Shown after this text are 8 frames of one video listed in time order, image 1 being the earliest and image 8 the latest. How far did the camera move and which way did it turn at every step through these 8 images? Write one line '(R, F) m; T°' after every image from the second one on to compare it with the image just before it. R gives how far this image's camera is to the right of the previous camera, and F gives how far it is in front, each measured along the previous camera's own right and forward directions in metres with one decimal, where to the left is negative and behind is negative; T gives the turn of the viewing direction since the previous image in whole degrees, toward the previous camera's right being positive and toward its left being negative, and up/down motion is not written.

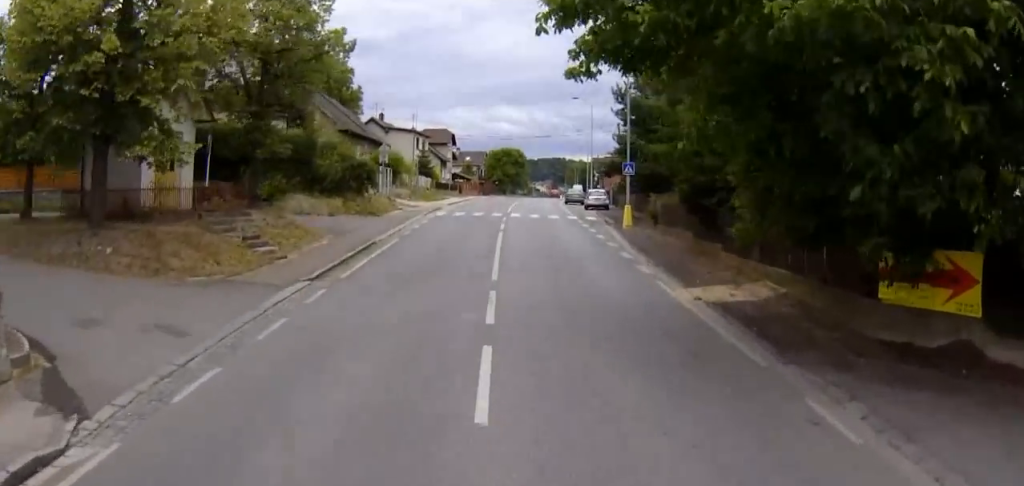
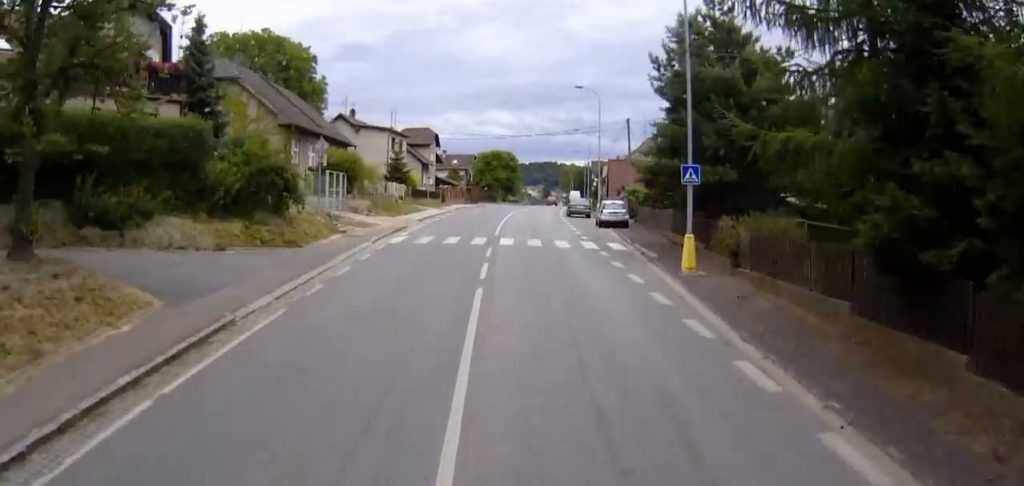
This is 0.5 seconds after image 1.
(0.0, +12.3) m; 0°
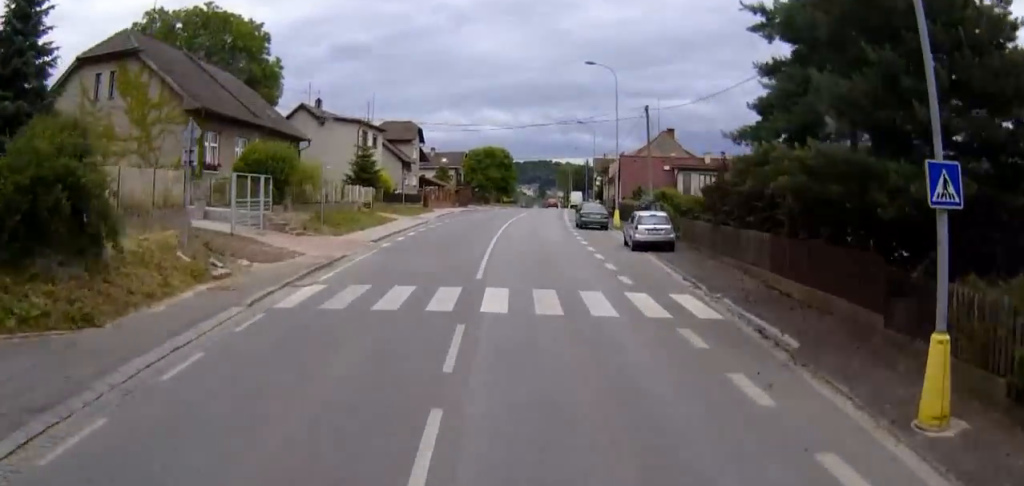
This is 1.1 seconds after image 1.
(0.0, +12.3) m; +1°
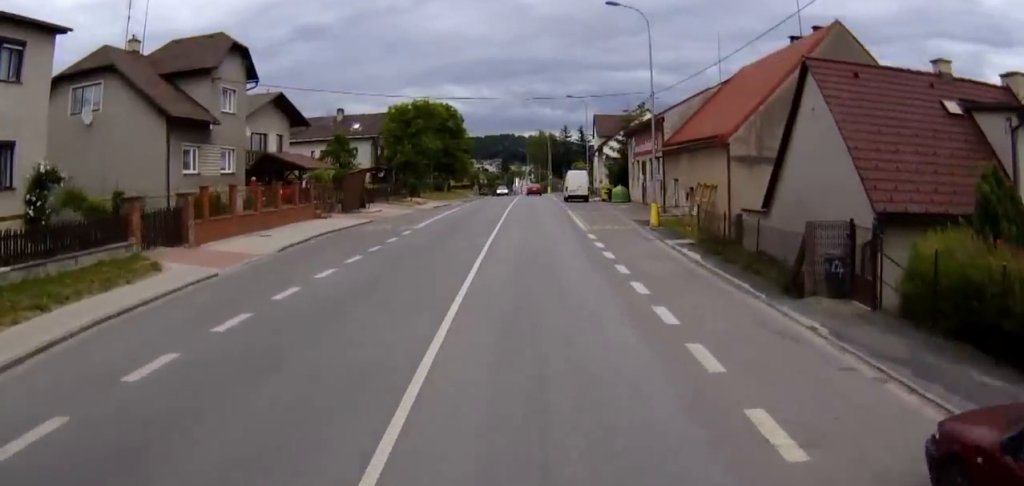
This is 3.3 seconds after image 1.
(+2.0, +50.8) m; +4°
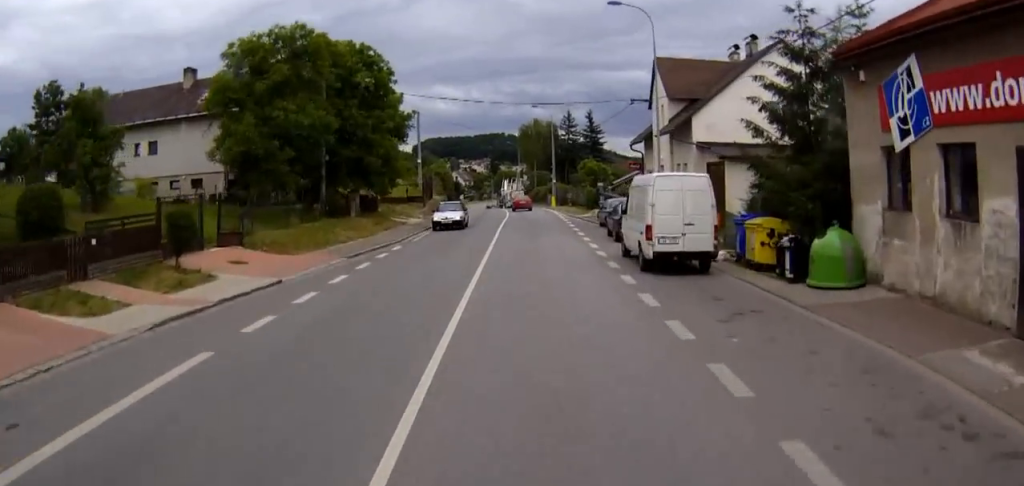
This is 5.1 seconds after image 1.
(+0.1, +42.3) m; -1°
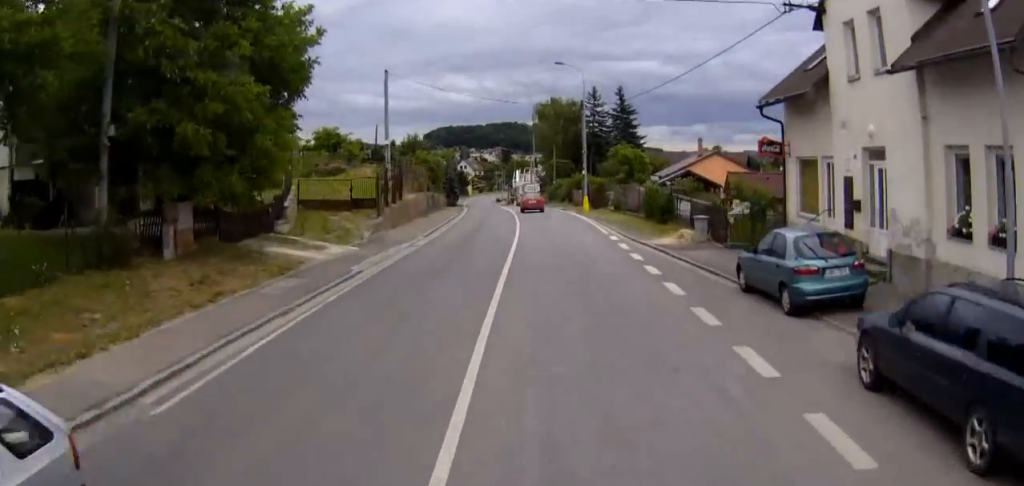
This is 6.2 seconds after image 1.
(-0.3, +23.6) m; -1°
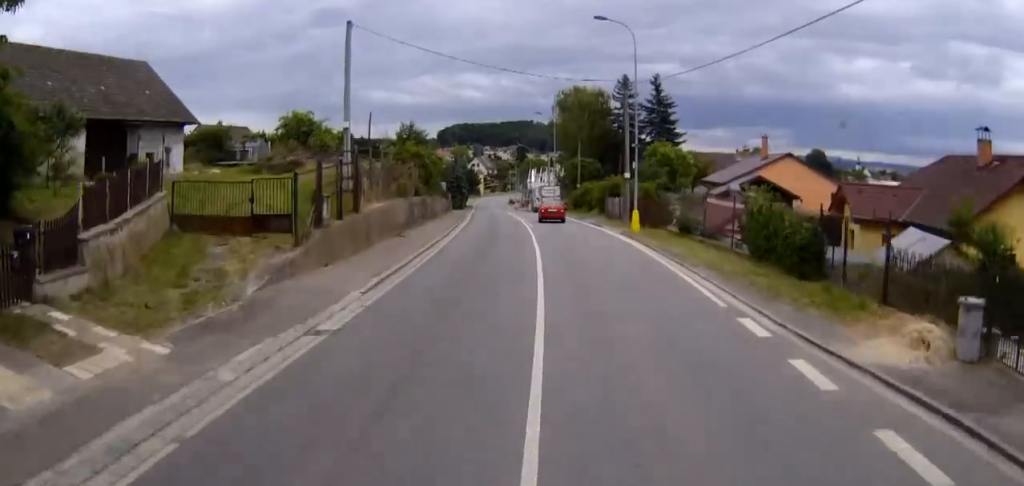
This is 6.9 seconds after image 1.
(0.0, +15.5) m; -1°
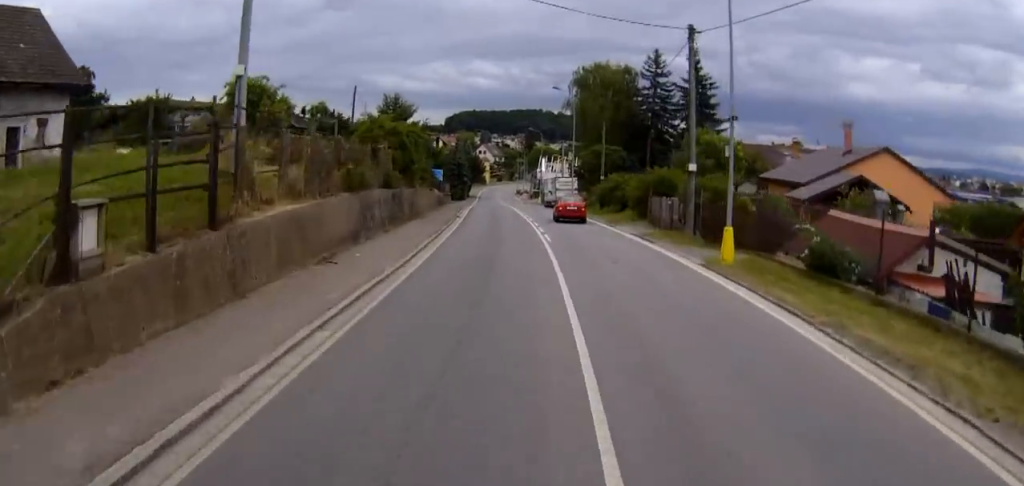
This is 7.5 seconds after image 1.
(0.0, +14.1) m; -1°
